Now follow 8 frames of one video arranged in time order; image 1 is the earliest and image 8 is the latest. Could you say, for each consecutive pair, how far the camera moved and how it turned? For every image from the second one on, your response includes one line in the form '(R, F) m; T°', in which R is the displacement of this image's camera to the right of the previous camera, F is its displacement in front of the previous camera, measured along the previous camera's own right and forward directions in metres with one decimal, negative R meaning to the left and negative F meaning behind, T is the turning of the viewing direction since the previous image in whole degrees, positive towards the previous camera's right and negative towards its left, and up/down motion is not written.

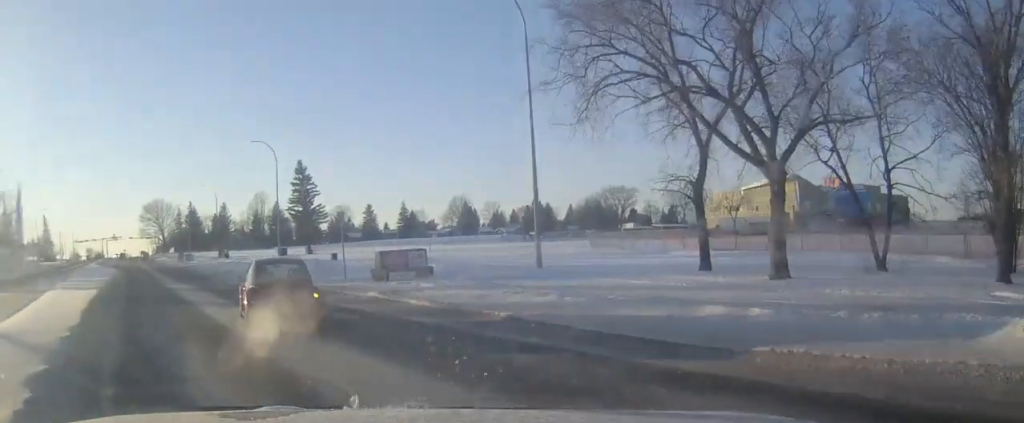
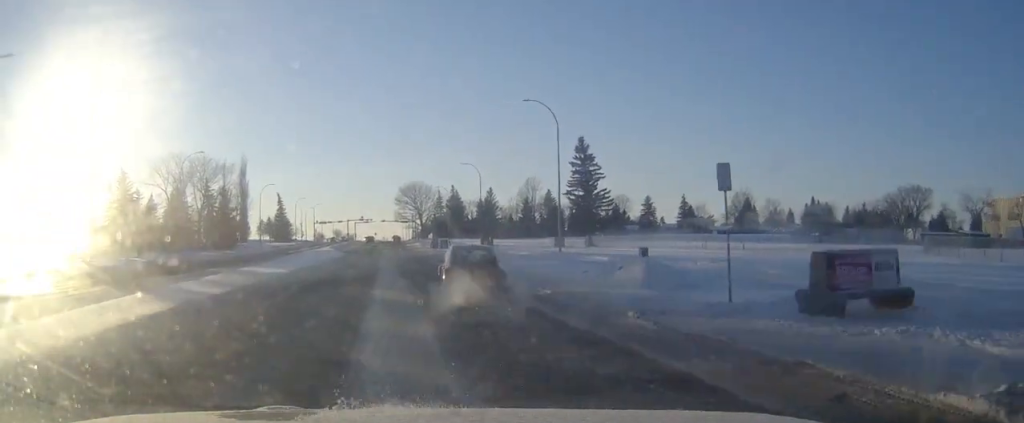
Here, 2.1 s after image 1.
(-1.8, +17.3) m; -7°
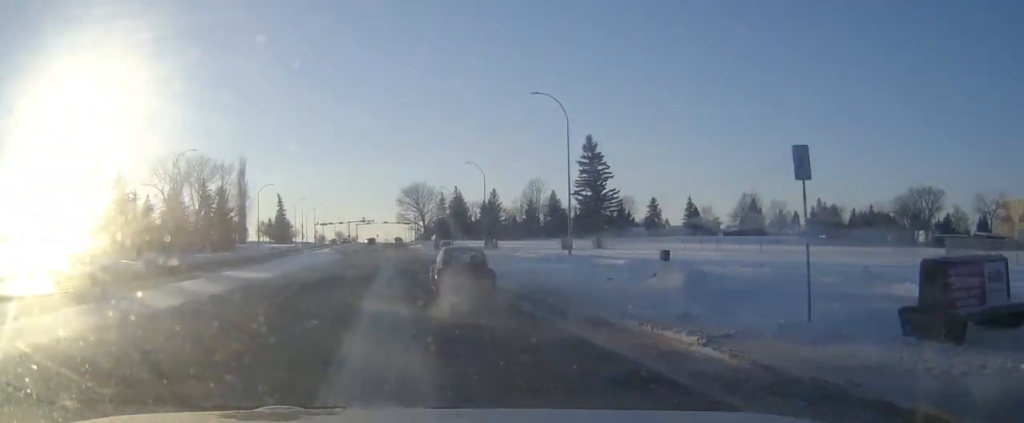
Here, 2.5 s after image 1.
(0.0, +3.6) m; 0°
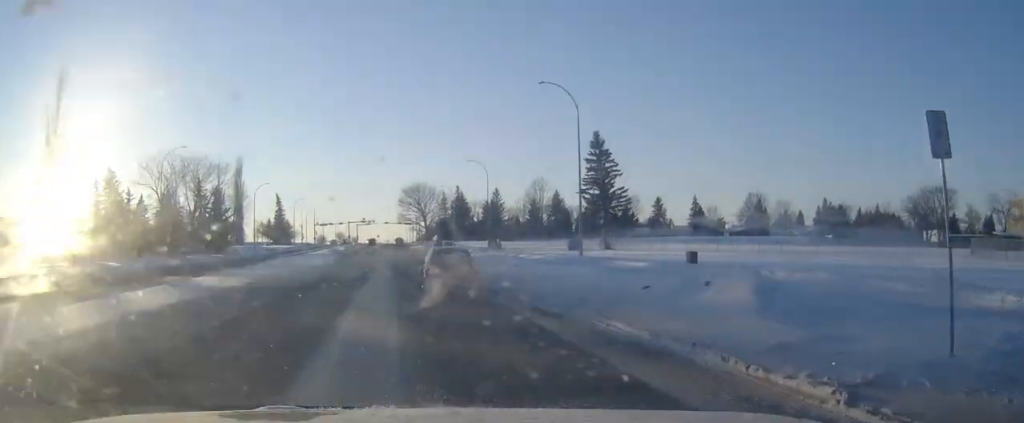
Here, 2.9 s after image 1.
(0.0, +4.1) m; 0°
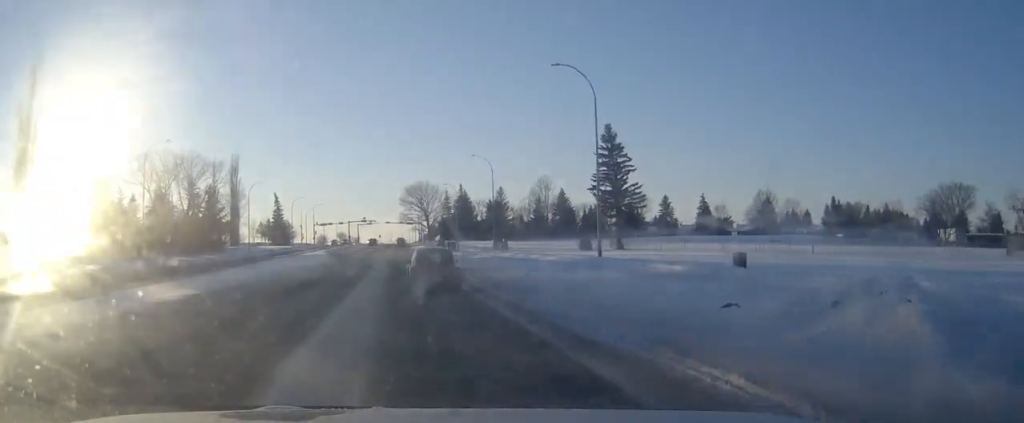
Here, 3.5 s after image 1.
(0.0, +5.5) m; 0°
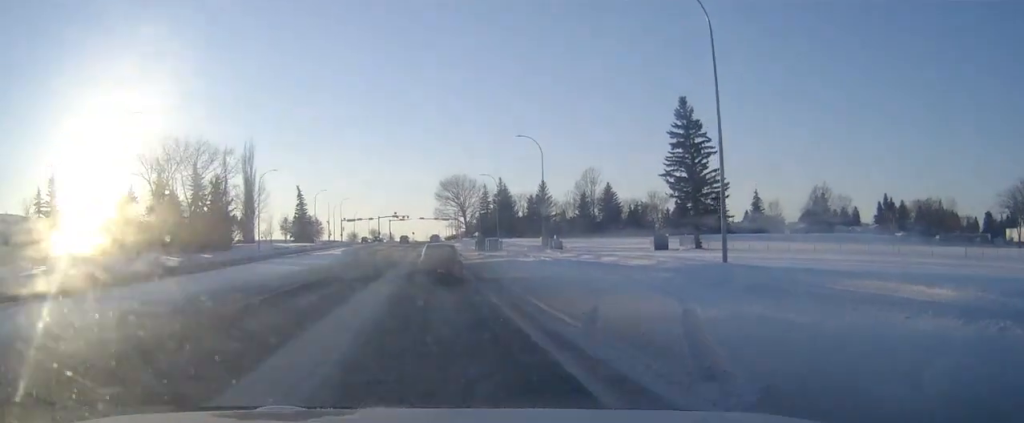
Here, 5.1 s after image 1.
(-0.3, +16.2) m; -3°
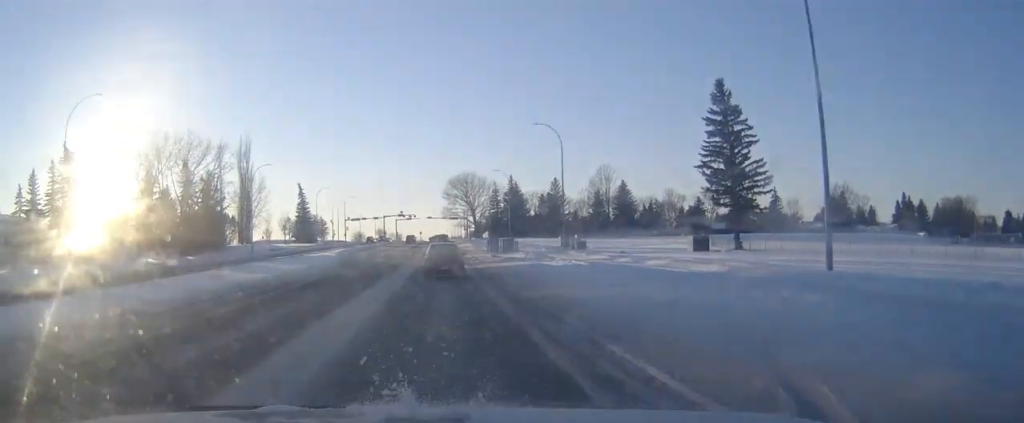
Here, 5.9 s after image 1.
(-0.2, +8.8) m; -1°
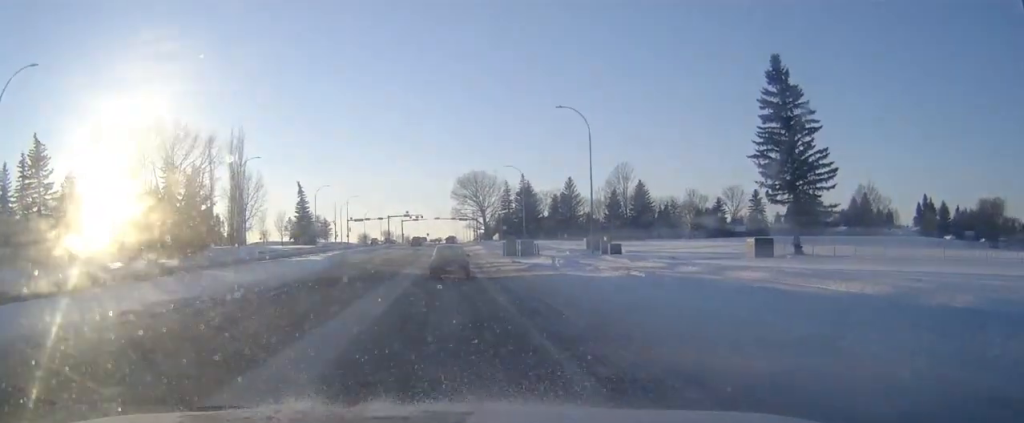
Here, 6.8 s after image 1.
(-0.1, +10.3) m; -1°
